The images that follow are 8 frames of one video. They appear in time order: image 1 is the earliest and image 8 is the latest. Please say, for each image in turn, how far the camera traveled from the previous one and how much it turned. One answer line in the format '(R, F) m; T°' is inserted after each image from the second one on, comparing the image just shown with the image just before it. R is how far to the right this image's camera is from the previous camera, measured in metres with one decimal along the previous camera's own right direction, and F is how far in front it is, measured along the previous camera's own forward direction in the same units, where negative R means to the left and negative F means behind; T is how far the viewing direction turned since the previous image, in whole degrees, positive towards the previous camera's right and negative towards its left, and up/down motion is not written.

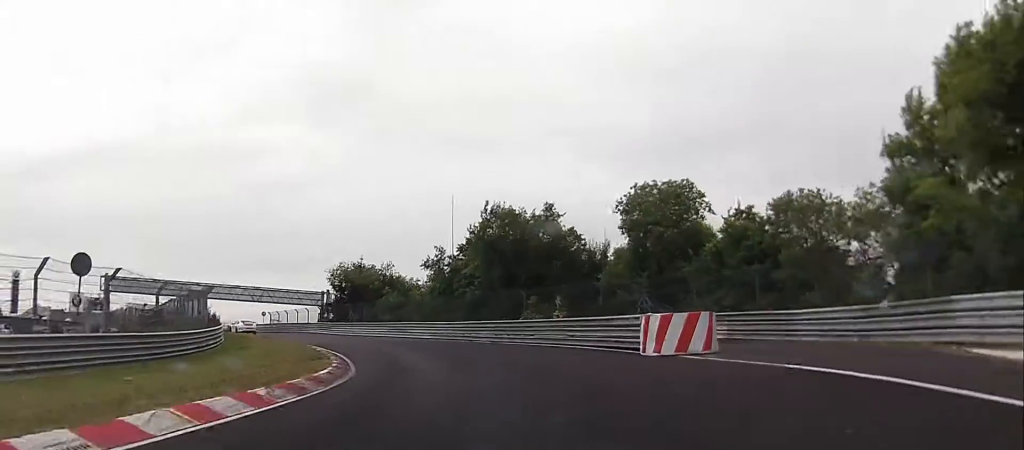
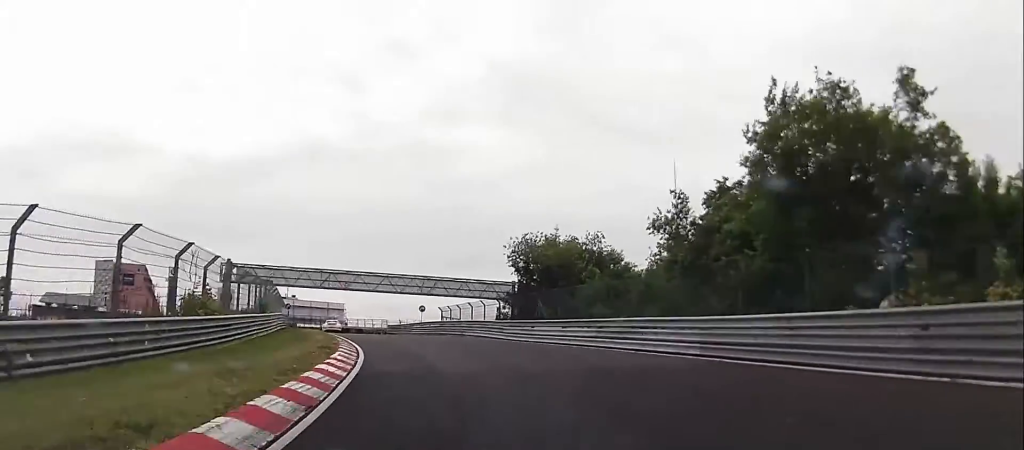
(-2.8, +22.2) m; -16°
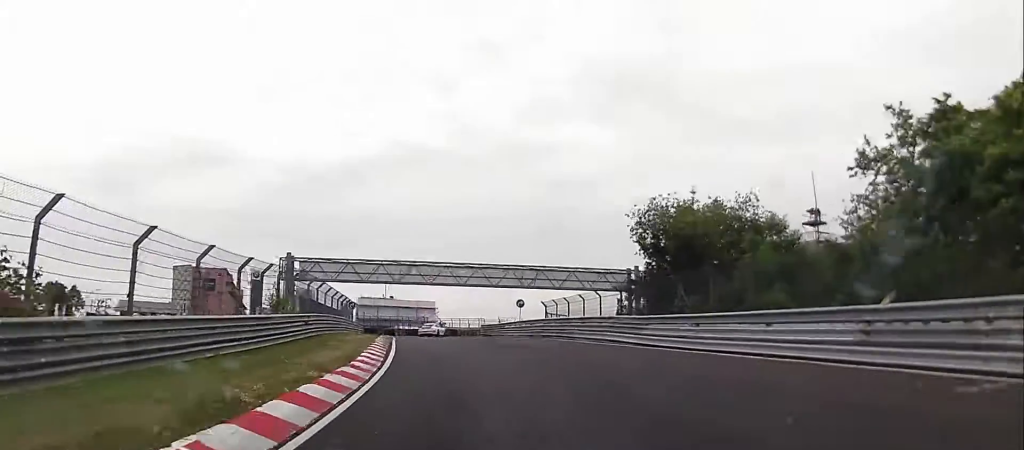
(-1.6, +13.3) m; -6°
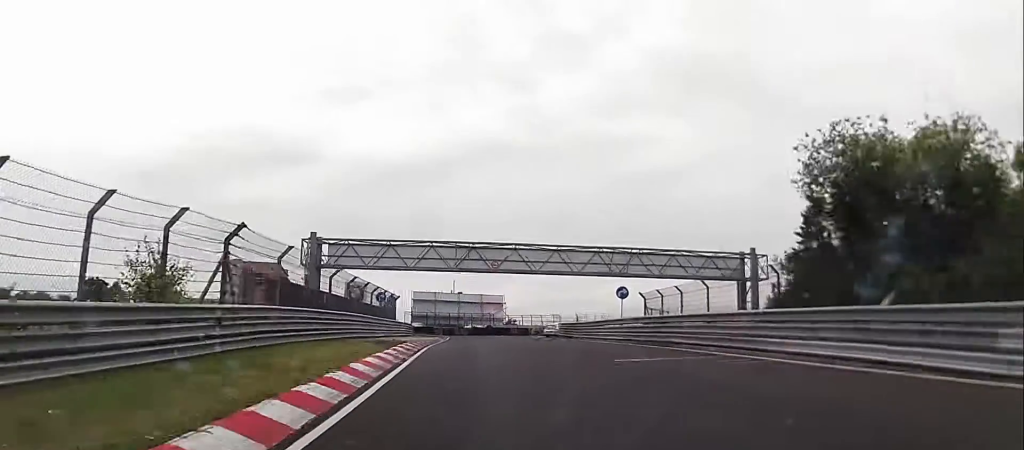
(-0.8, +13.8) m; -4°
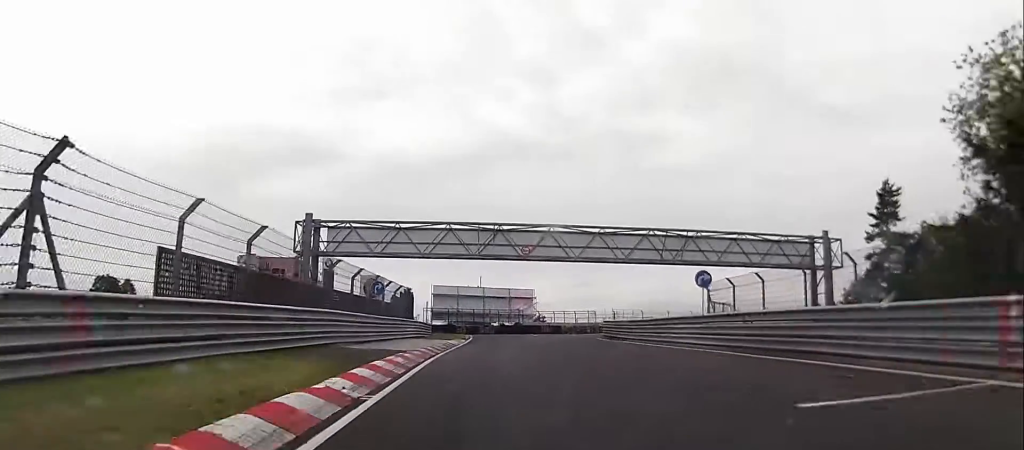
(-0.3, +8.5) m; -1°
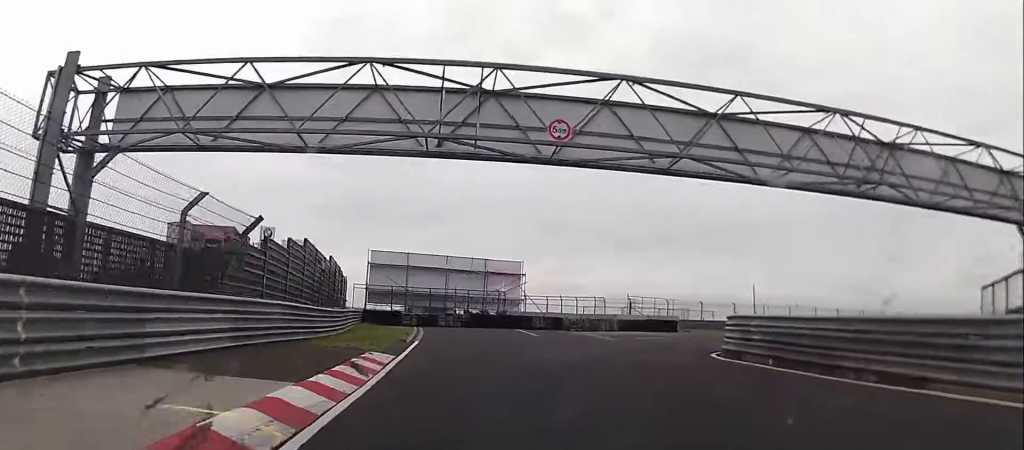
(0.0, +26.7) m; +7°
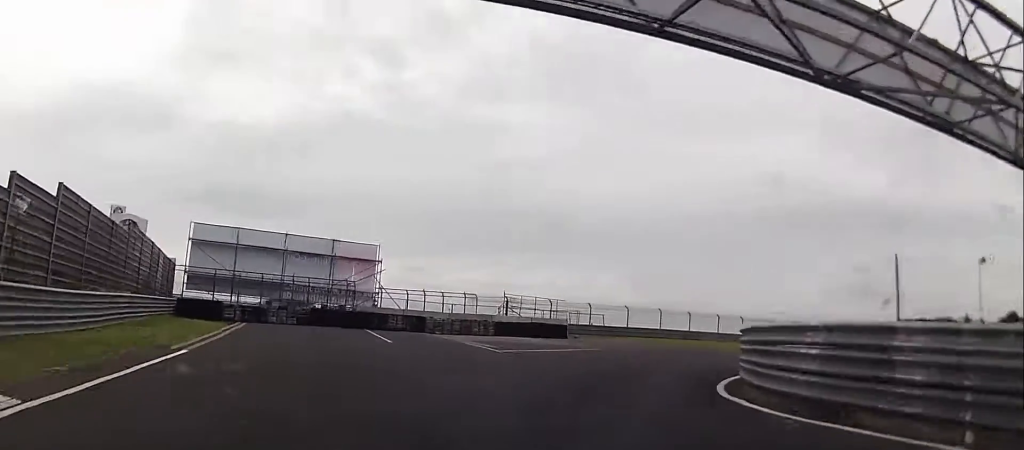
(+1.3, +10.5) m; +10°
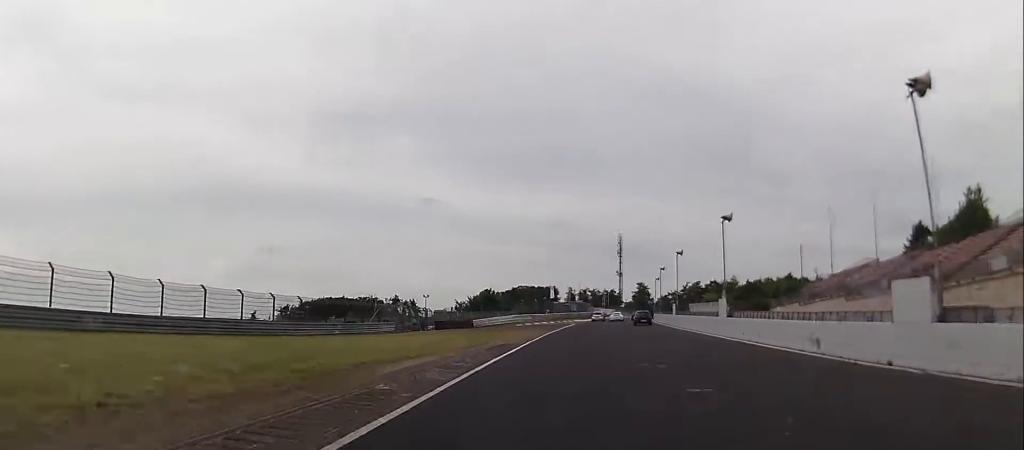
(+15.2, +40.7) m; +41°
